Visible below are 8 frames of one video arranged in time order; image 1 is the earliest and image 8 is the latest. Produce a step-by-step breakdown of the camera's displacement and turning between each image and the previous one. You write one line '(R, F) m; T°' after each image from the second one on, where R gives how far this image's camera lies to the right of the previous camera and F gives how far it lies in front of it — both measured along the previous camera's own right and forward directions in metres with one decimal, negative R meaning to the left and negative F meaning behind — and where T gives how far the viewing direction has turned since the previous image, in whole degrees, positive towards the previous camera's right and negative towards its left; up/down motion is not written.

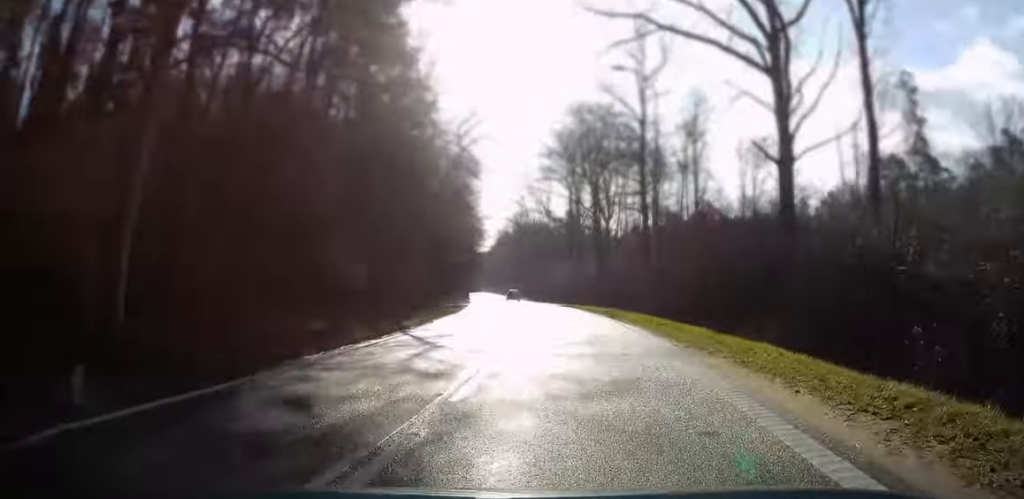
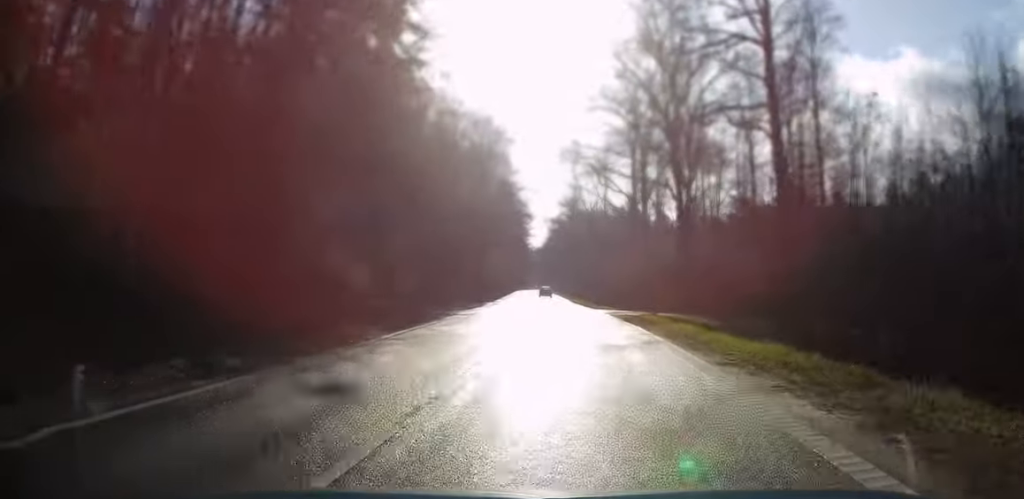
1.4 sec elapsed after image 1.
(-1.2, +27.2) m; -6°
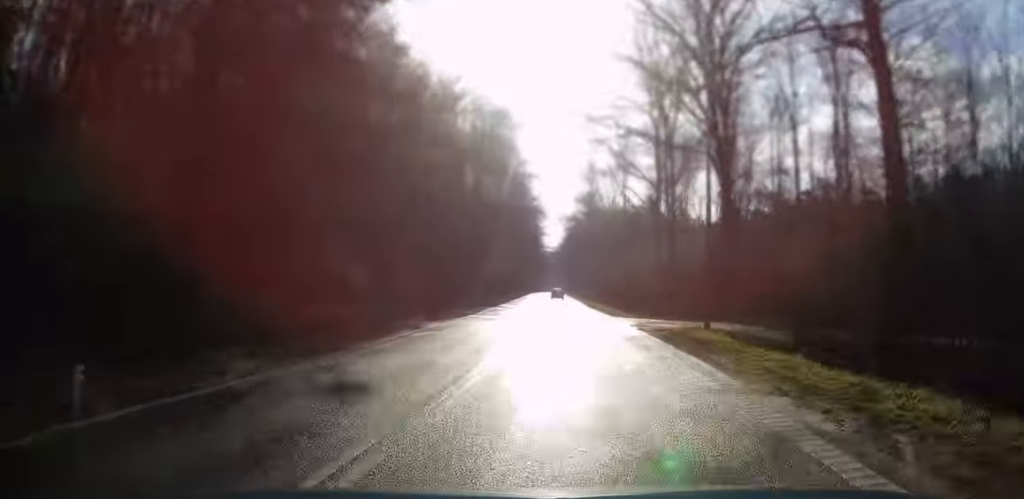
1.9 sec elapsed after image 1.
(-0.4, +10.1) m; -1°
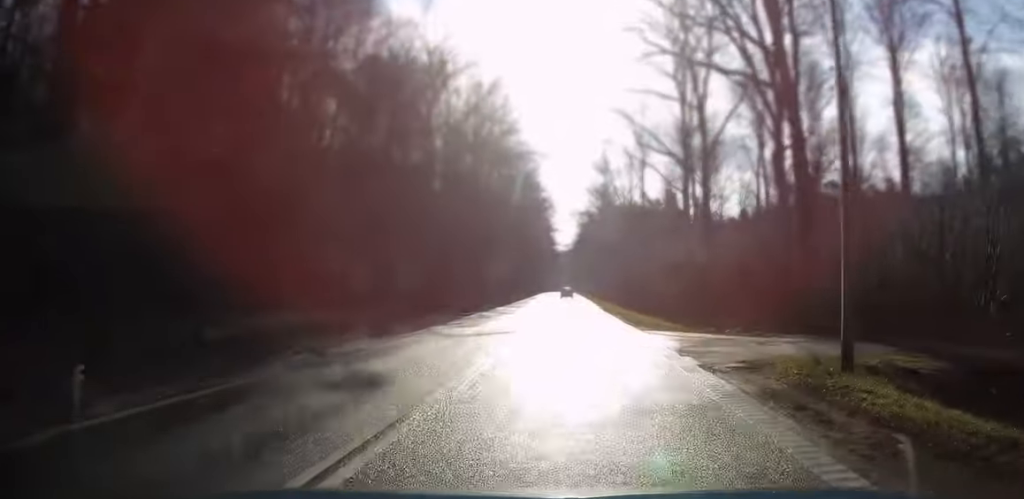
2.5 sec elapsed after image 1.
(-0.2, +10.7) m; -1°
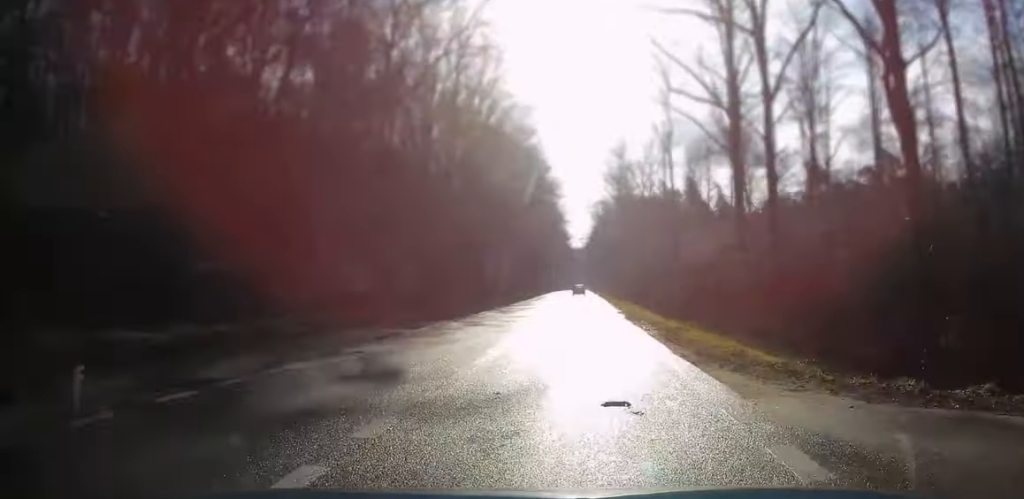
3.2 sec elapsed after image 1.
(0.0, +13.9) m; -1°
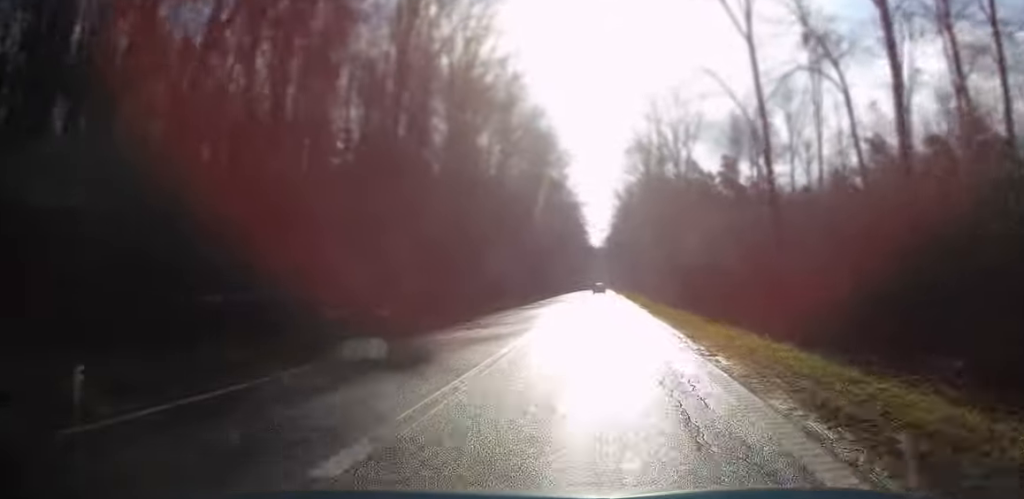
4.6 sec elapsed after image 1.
(-0.7, +27.4) m; -2°
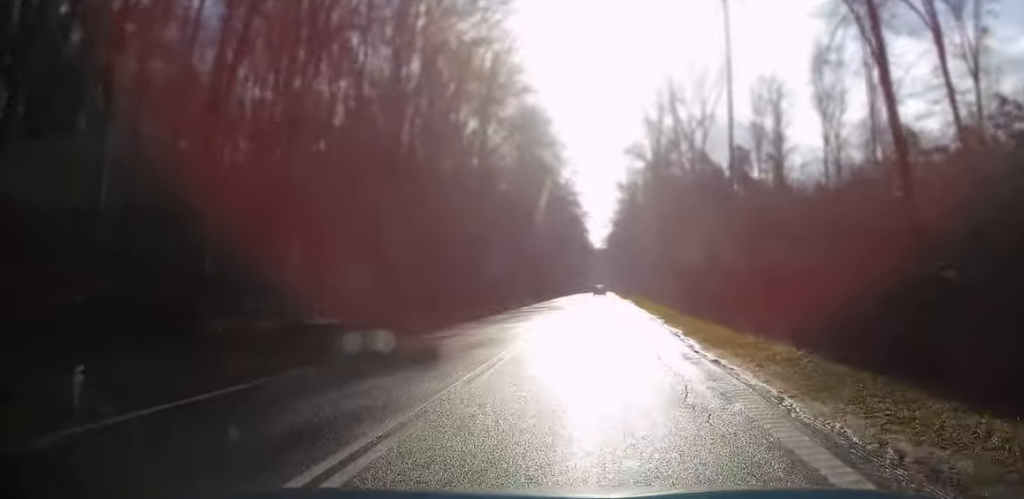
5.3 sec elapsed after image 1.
(0.0, +13.9) m; 0°
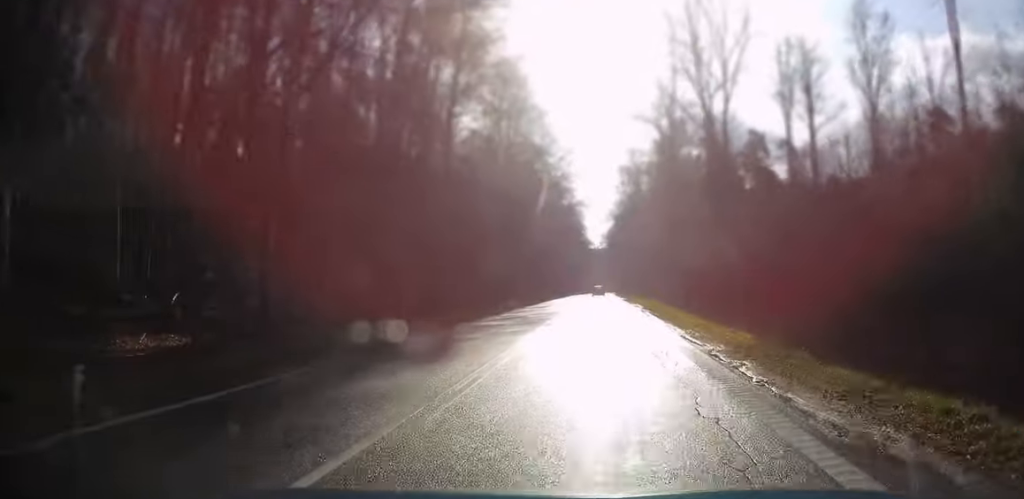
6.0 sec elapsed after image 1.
(0.0, +15.2) m; 0°
